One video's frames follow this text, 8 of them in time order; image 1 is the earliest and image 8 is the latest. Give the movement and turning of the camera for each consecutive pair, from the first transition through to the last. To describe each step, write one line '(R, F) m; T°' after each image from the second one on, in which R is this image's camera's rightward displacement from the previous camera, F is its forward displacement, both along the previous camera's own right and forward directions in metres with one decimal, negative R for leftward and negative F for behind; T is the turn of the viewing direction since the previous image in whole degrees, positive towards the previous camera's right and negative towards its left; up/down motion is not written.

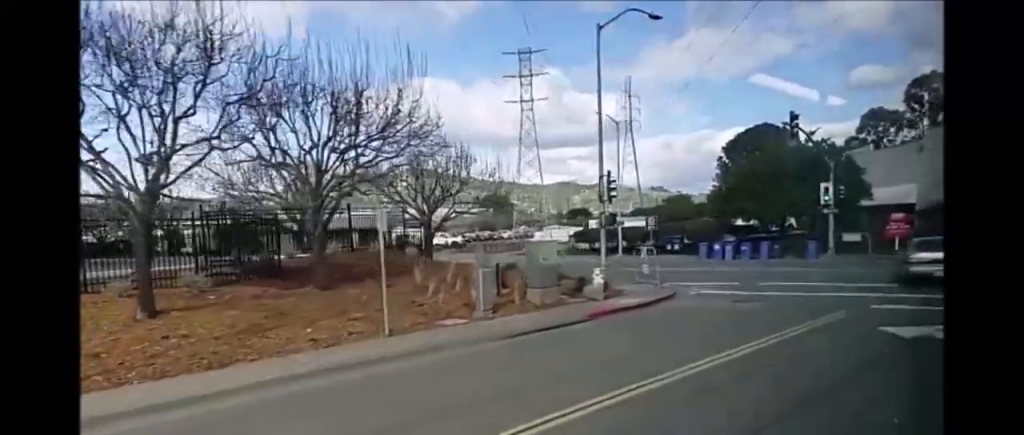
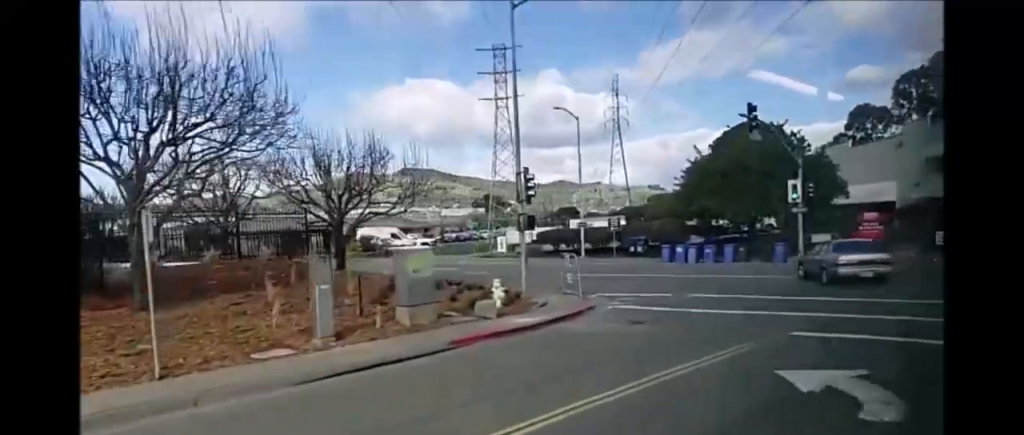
(+0.1, +4.6) m; +4°
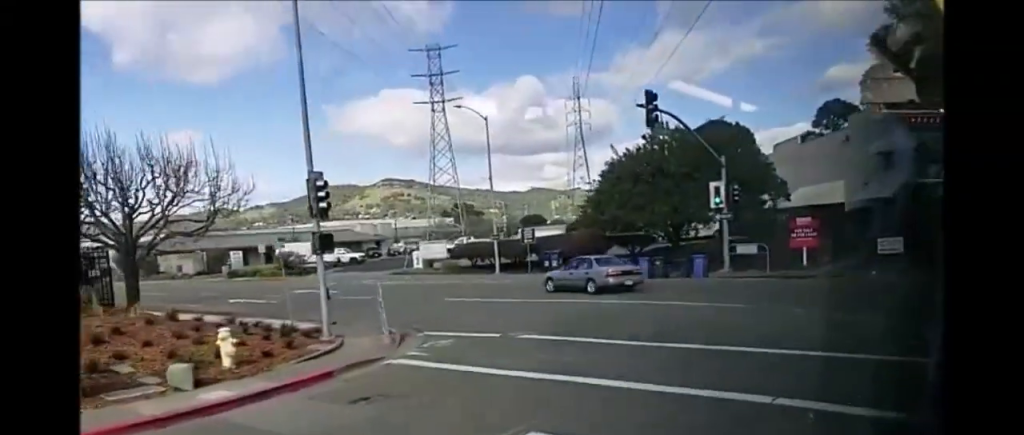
(+0.6, +6.7) m; +1°
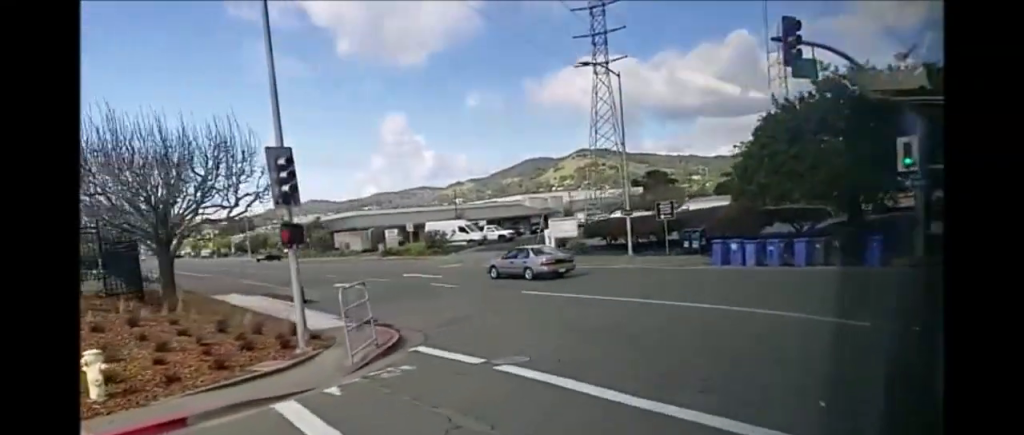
(-0.8, +5.6) m; -17°
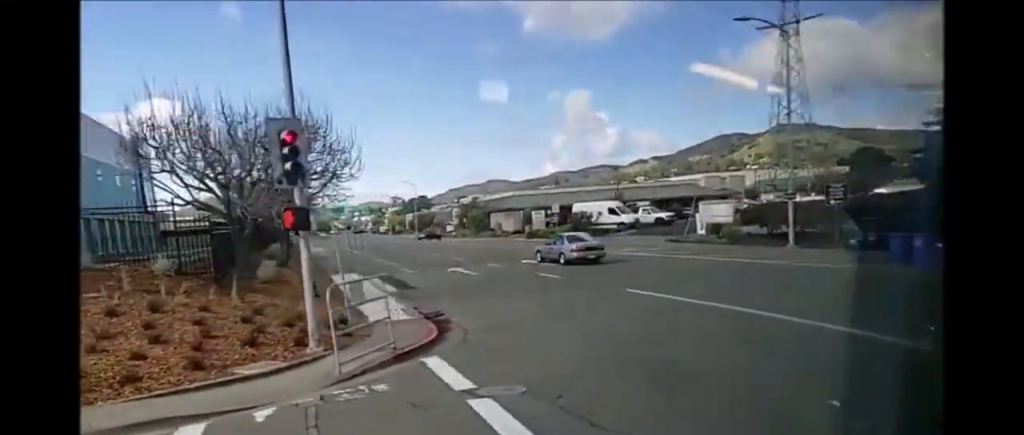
(+0.1, +3.5) m; -18°
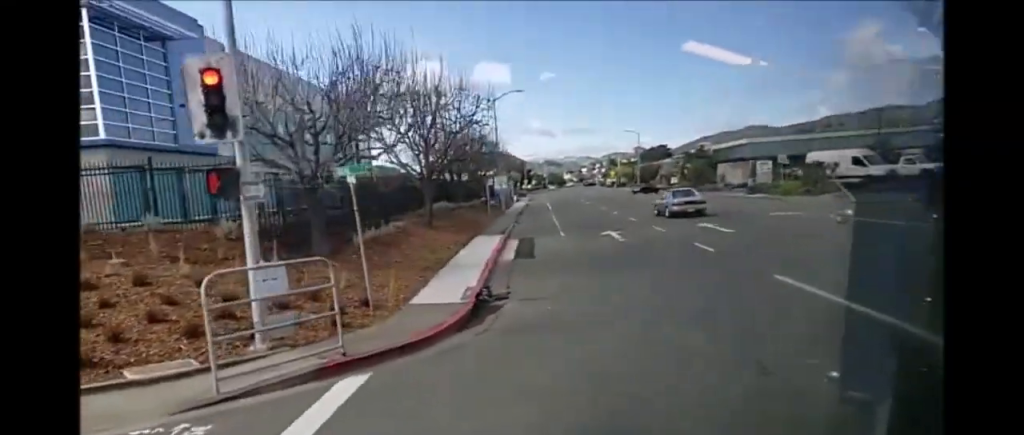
(-1.6, +5.0) m; -21°
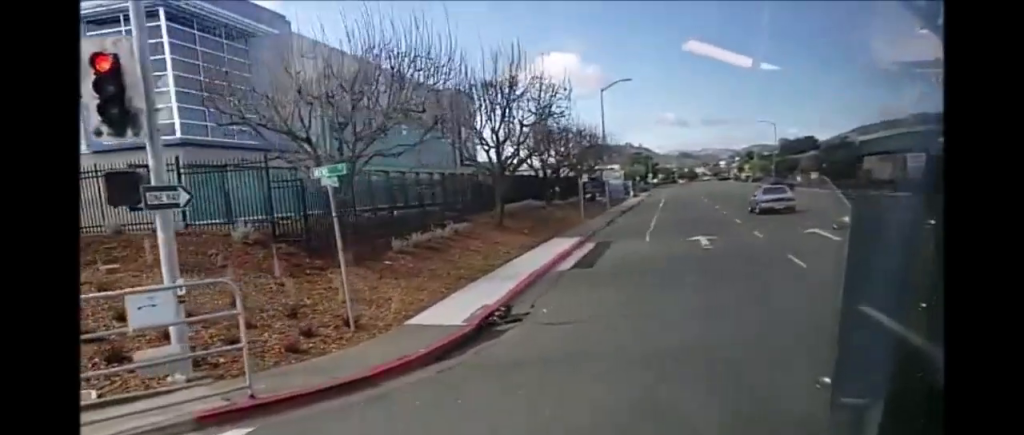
(-0.1, +3.3) m; -11°
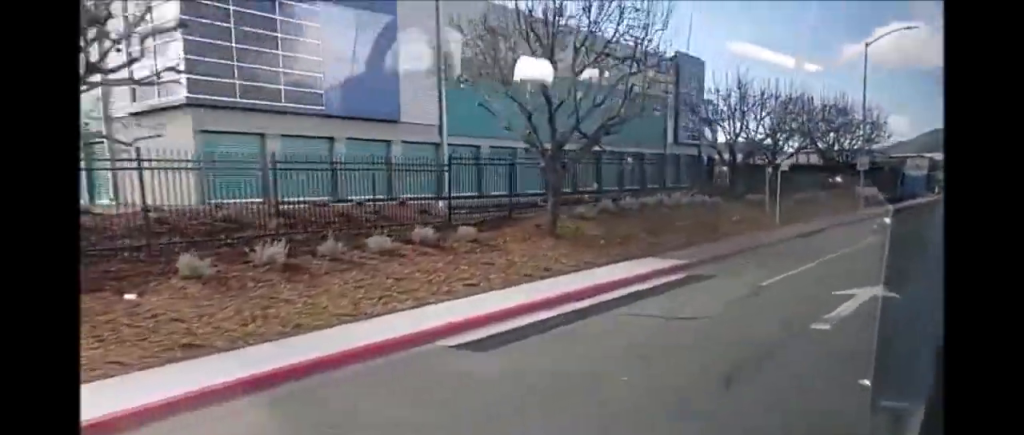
(-3.5, +11.5) m; -24°
